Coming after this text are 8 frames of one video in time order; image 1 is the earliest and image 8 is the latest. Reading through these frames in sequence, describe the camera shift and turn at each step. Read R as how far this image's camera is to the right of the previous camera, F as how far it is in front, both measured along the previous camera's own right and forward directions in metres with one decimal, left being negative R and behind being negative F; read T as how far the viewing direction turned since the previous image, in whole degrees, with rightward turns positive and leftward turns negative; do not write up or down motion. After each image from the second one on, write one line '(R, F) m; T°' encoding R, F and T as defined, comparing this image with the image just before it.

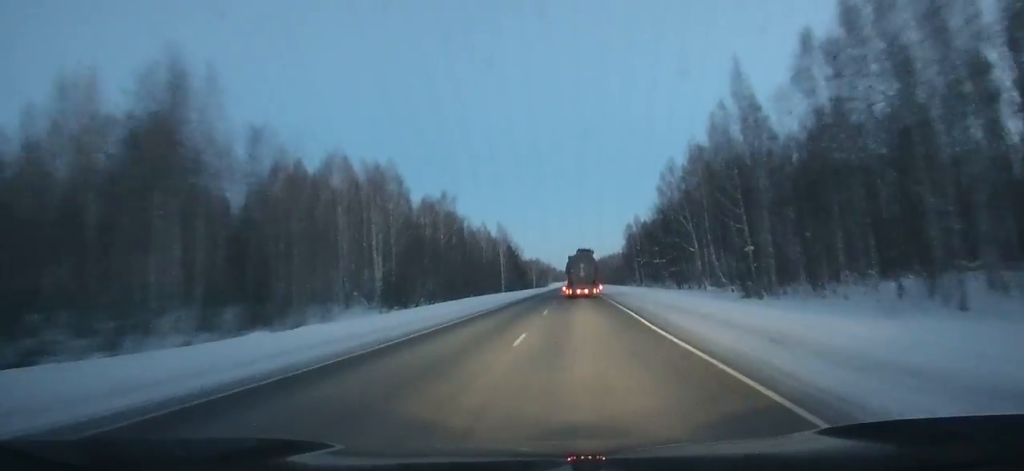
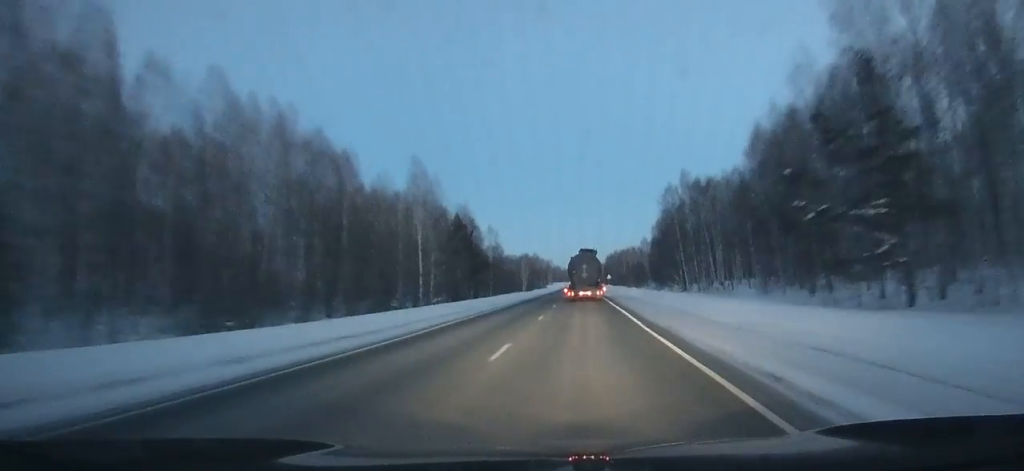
(+0.1, +76.1) m; 0°
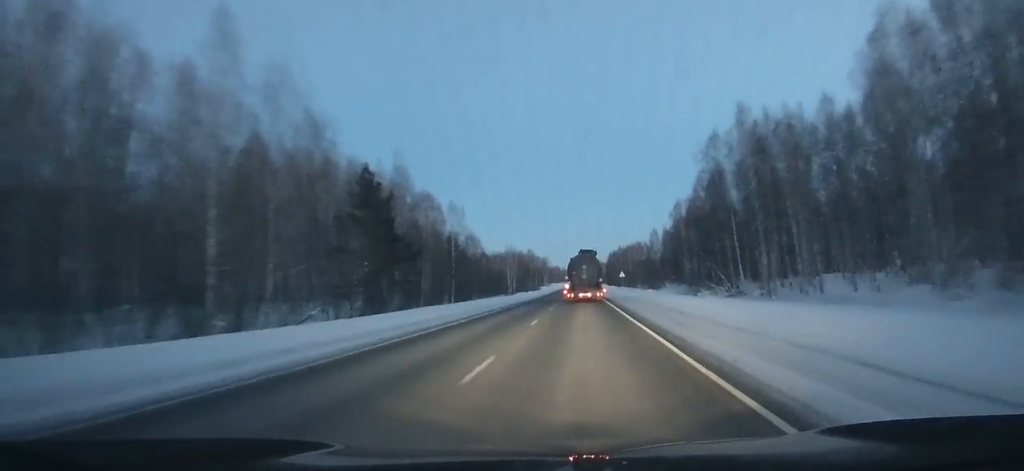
(0.0, +39.2) m; 0°
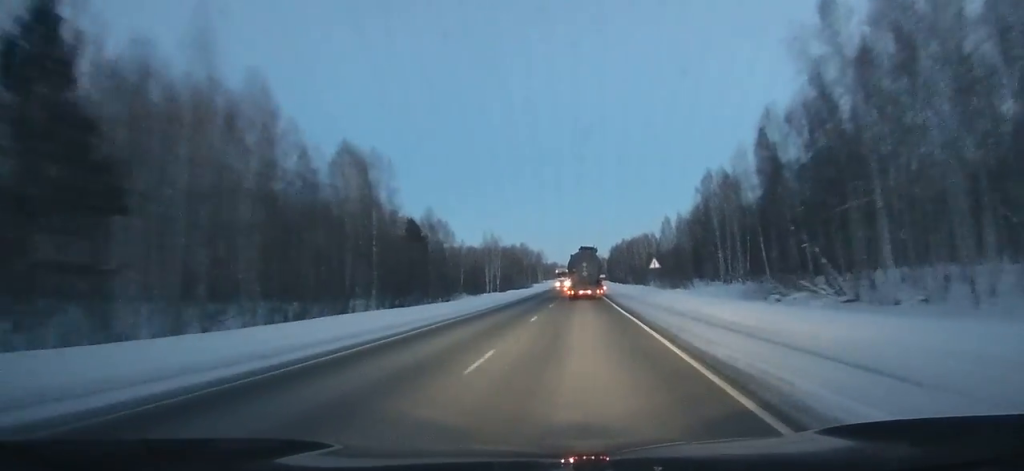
(+0.1, +36.6) m; 0°
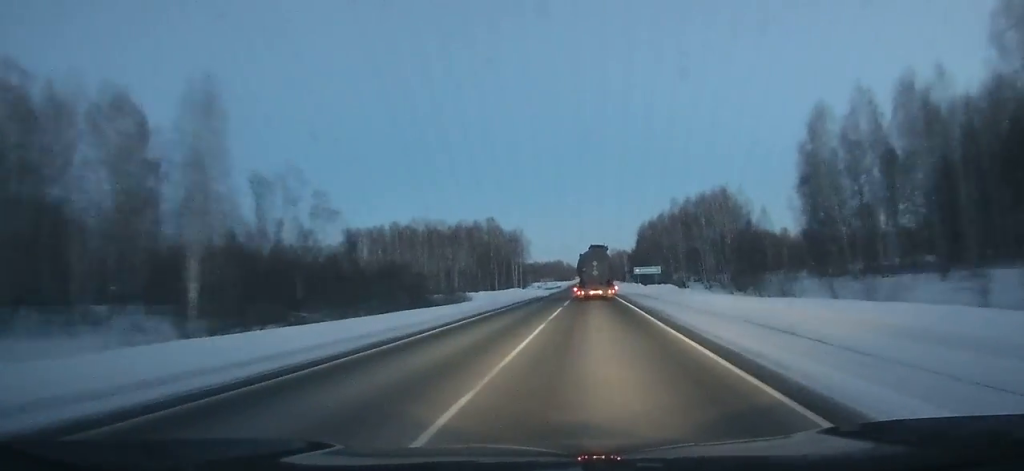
(+0.1, +128.5) m; 0°
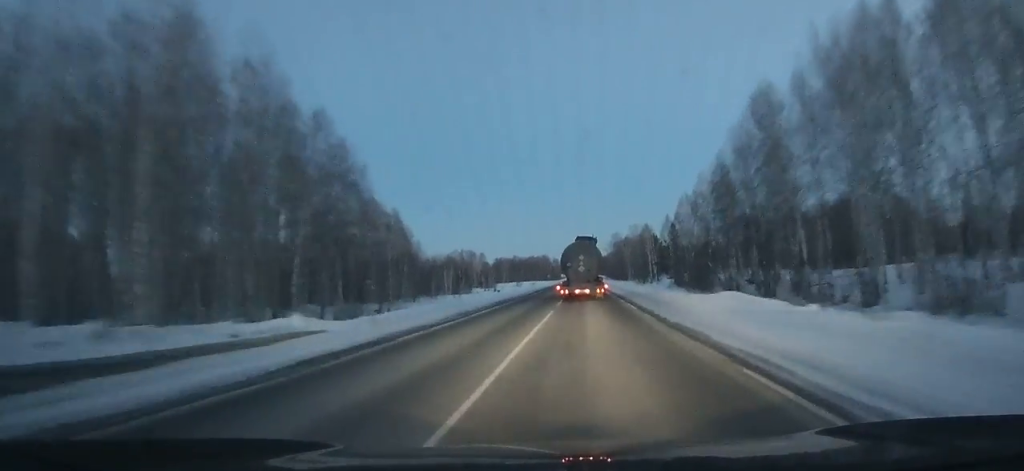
(-0.1, +134.9) m; 0°
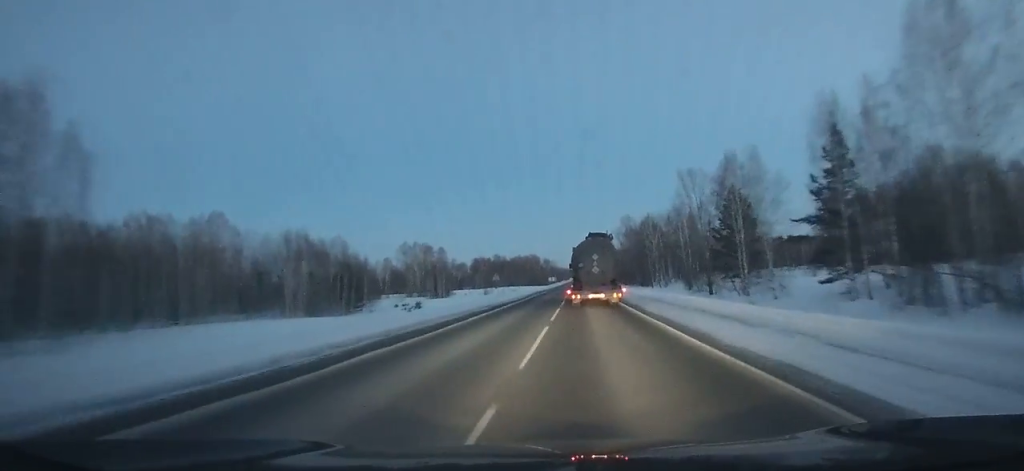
(+0.3, +92.3) m; 0°
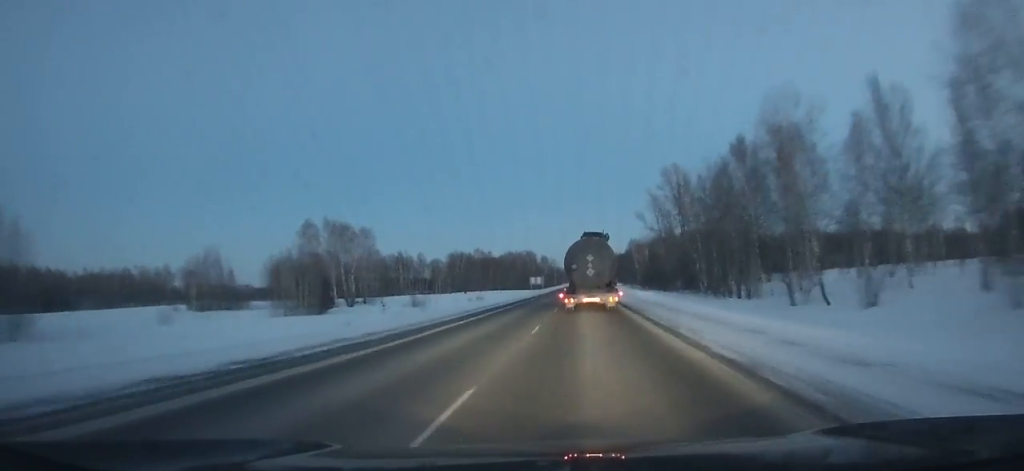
(+0.2, +96.0) m; 0°
